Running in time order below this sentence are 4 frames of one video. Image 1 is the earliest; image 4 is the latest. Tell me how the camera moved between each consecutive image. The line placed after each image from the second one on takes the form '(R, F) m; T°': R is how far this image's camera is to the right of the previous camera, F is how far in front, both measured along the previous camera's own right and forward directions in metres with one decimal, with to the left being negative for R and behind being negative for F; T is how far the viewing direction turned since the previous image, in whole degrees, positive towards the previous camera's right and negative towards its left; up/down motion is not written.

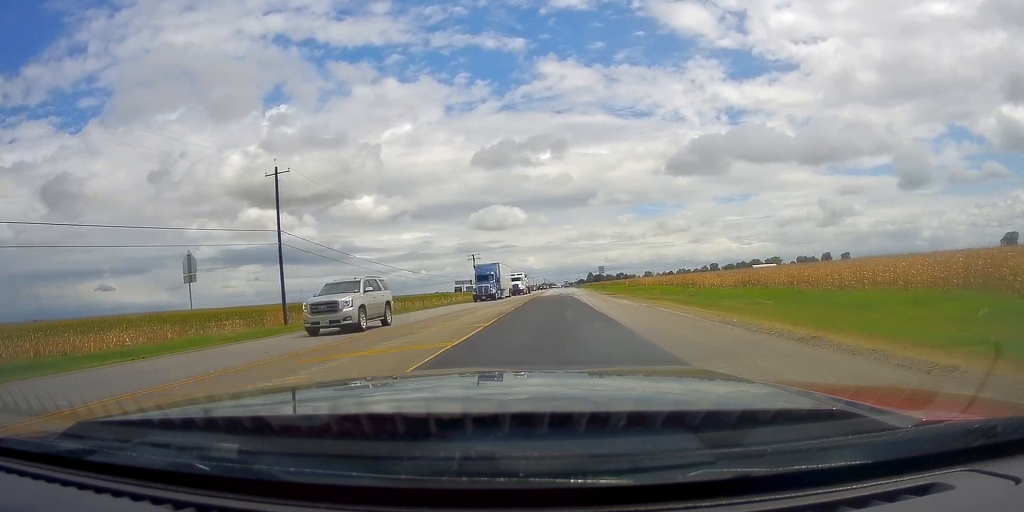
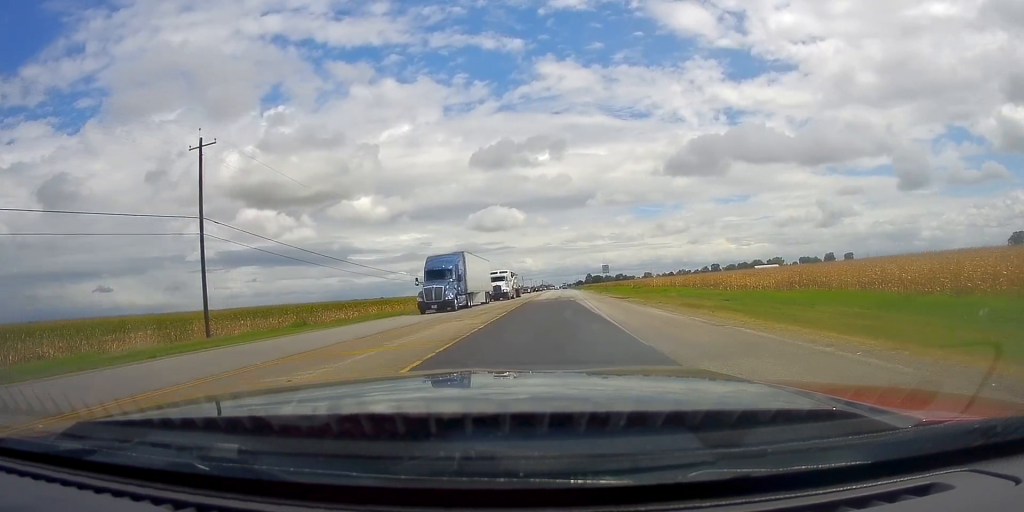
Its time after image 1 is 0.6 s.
(-1.0, +11.8) m; 0°
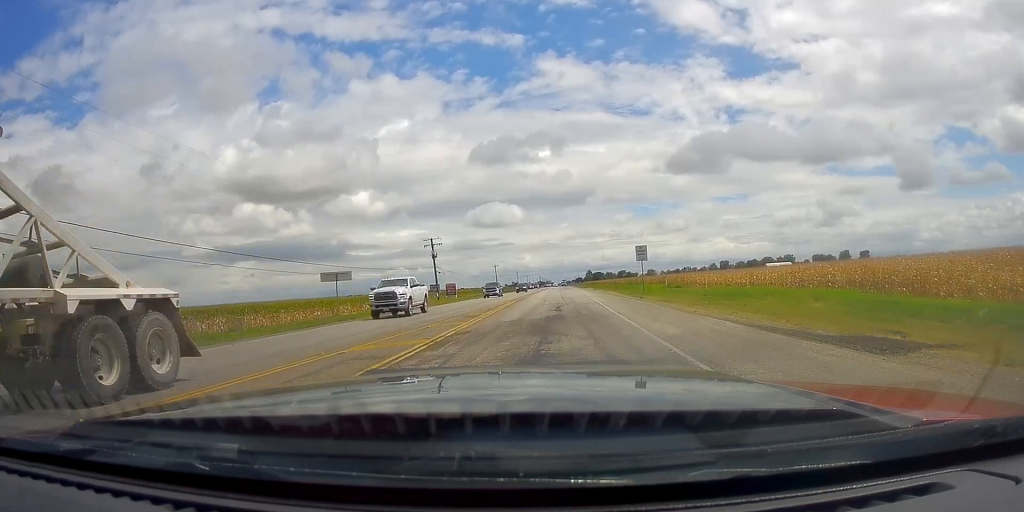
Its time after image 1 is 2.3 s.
(+1.7, +38.3) m; +1°
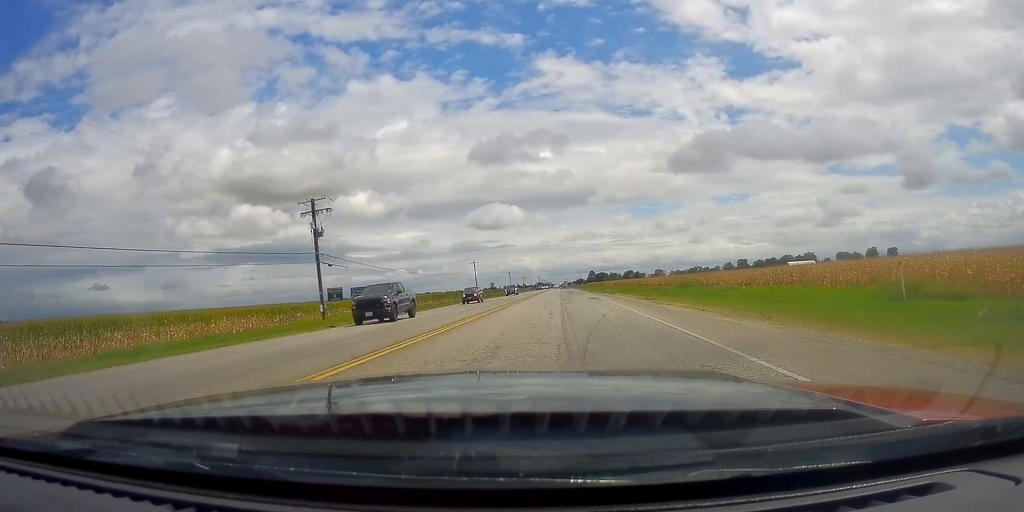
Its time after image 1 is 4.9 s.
(-0.8, +55.7) m; -1°
